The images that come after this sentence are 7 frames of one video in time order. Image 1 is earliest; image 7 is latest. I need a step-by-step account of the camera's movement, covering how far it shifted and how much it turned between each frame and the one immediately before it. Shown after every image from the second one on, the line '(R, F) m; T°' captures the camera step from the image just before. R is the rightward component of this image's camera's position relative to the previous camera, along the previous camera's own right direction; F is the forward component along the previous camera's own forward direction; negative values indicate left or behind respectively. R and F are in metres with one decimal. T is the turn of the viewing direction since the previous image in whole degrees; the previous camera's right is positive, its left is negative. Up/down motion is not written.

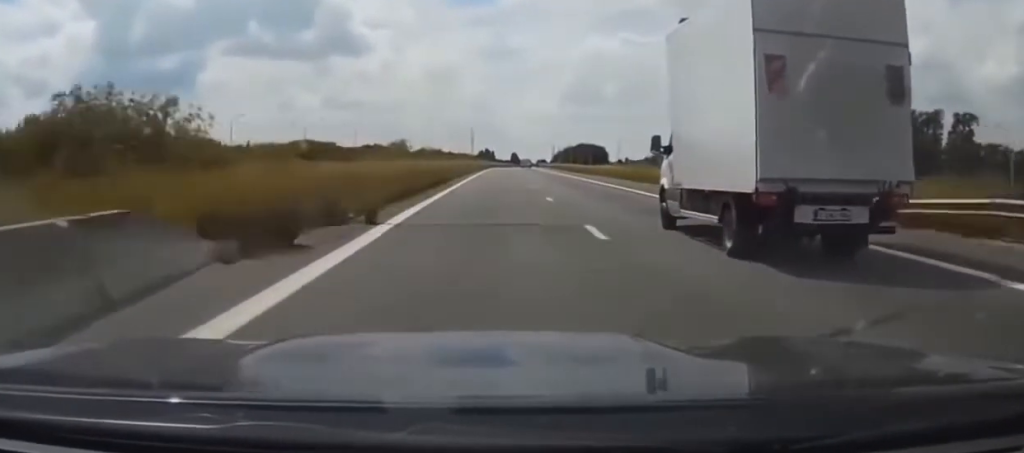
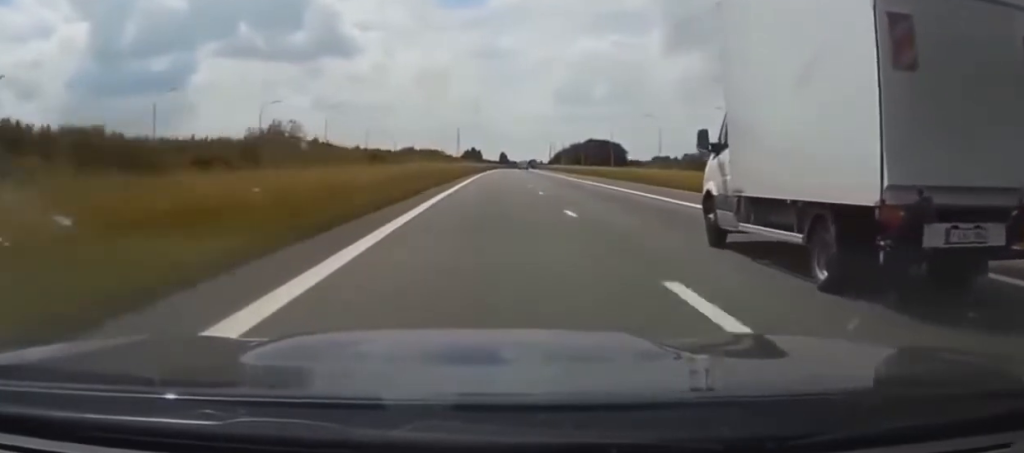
(+0.1, +81.3) m; 0°
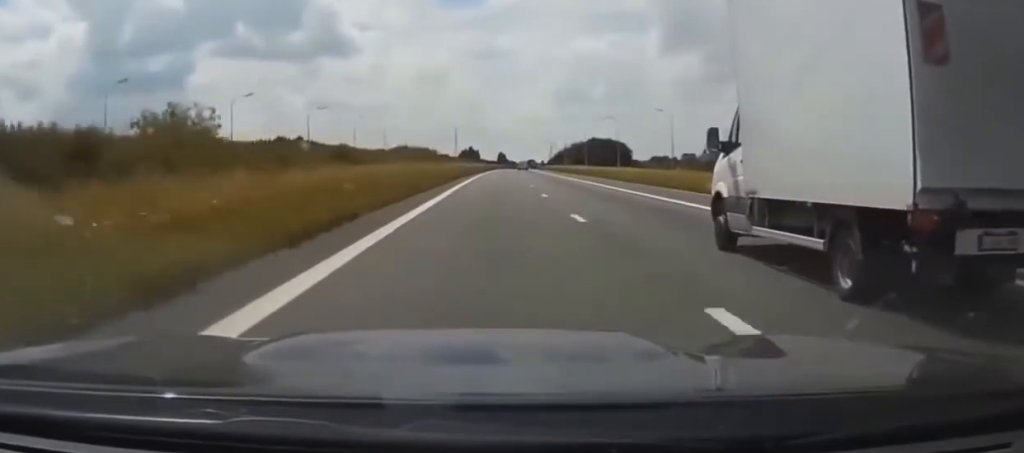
(0.0, +13.4) m; 0°
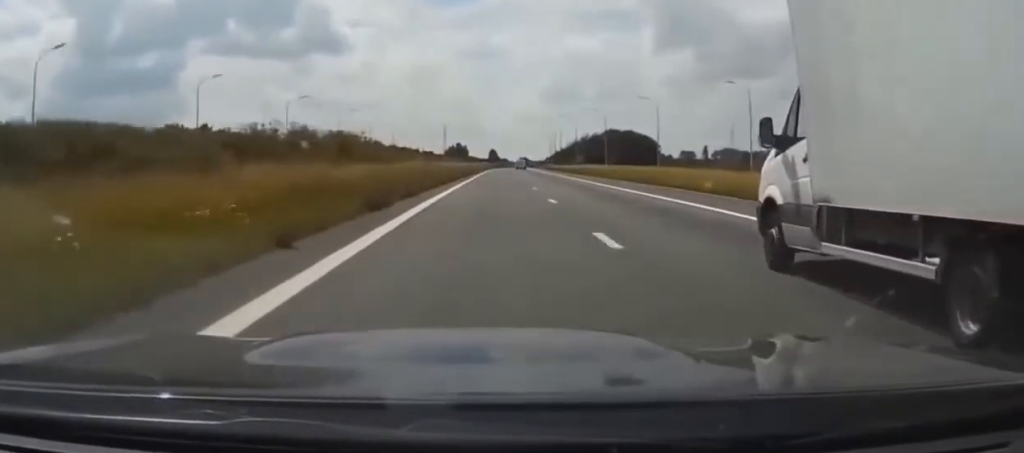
(+1.2, +54.8) m; +3°
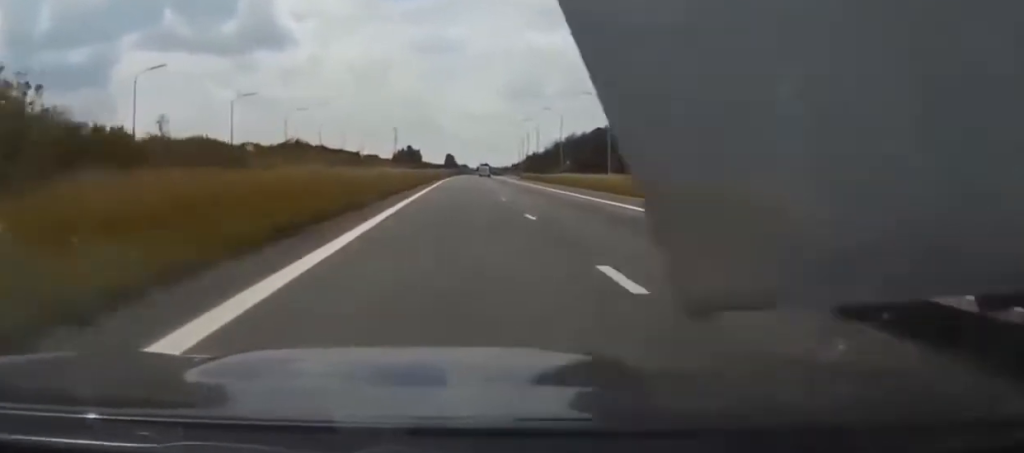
(+0.7, +38.6) m; +1°
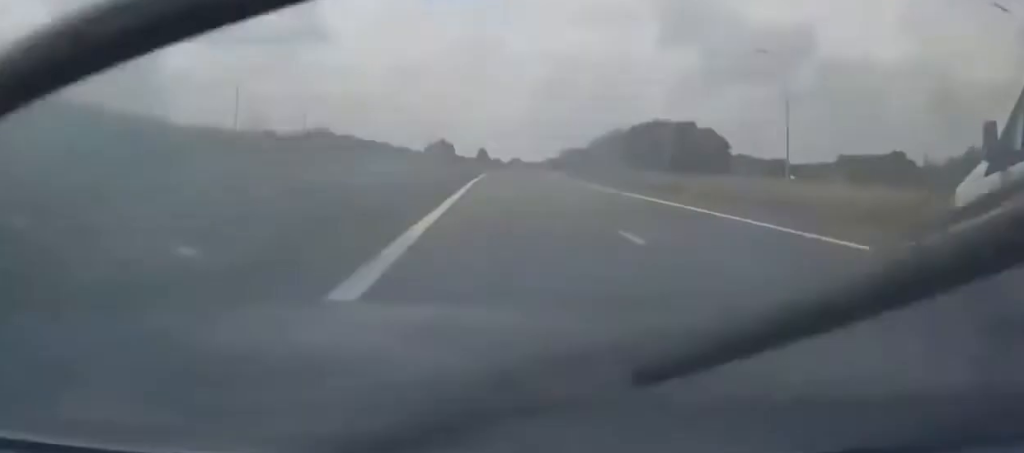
(0.0, +17.3) m; 0°
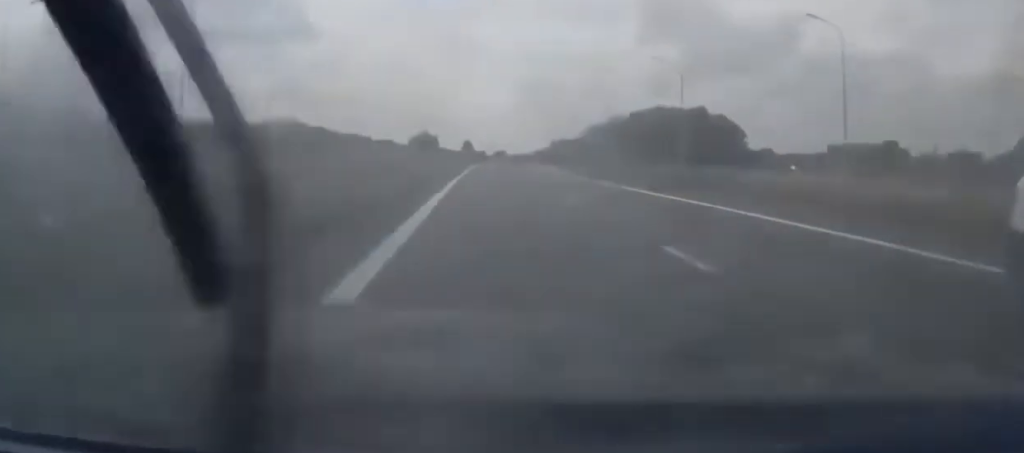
(0.0, +14.1) m; 0°
